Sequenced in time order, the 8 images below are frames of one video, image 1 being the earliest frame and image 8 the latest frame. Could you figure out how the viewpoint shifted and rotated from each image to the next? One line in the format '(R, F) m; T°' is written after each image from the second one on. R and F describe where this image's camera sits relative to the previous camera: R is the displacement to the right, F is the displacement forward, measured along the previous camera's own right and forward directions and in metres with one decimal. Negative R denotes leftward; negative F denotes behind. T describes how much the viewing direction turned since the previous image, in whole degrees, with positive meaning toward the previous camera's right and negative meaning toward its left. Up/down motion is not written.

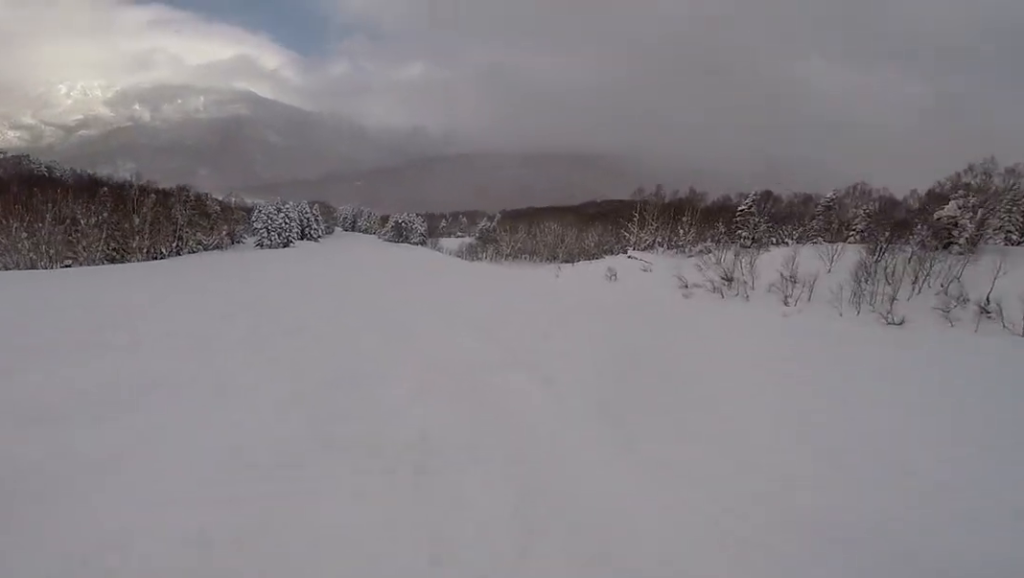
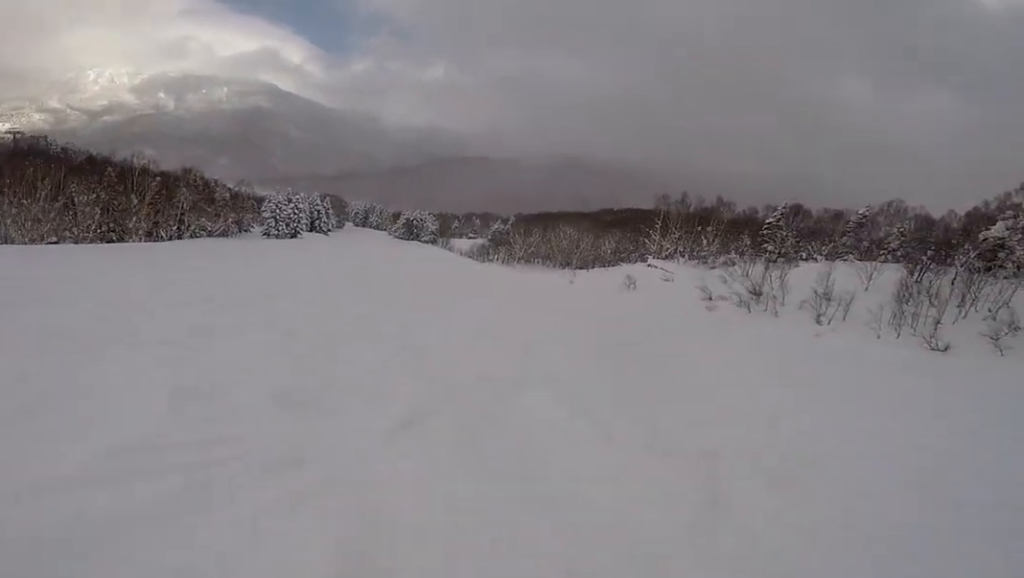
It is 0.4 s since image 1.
(-0.3, +3.2) m; -6°
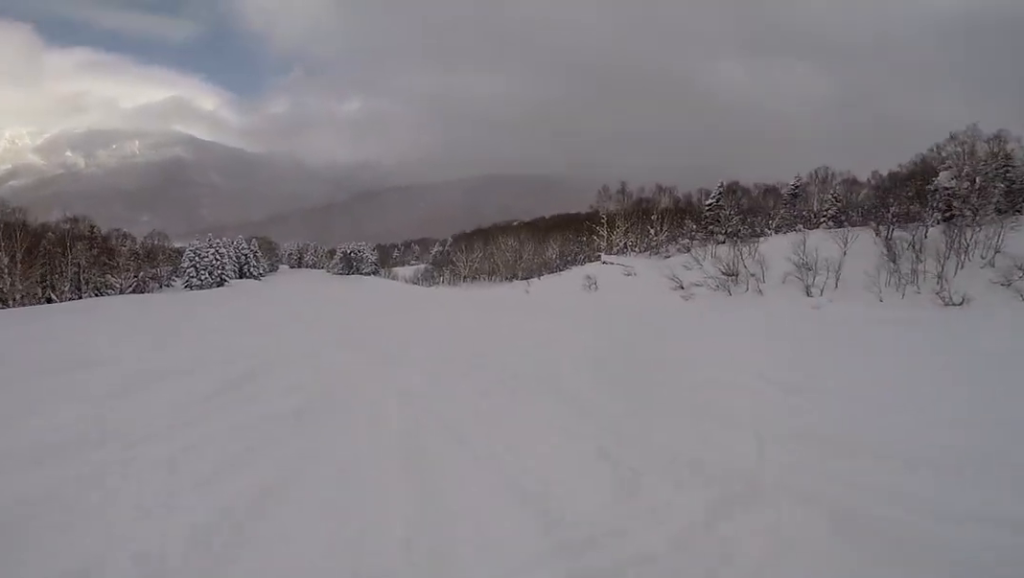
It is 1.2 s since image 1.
(0.0, +7.2) m; -4°
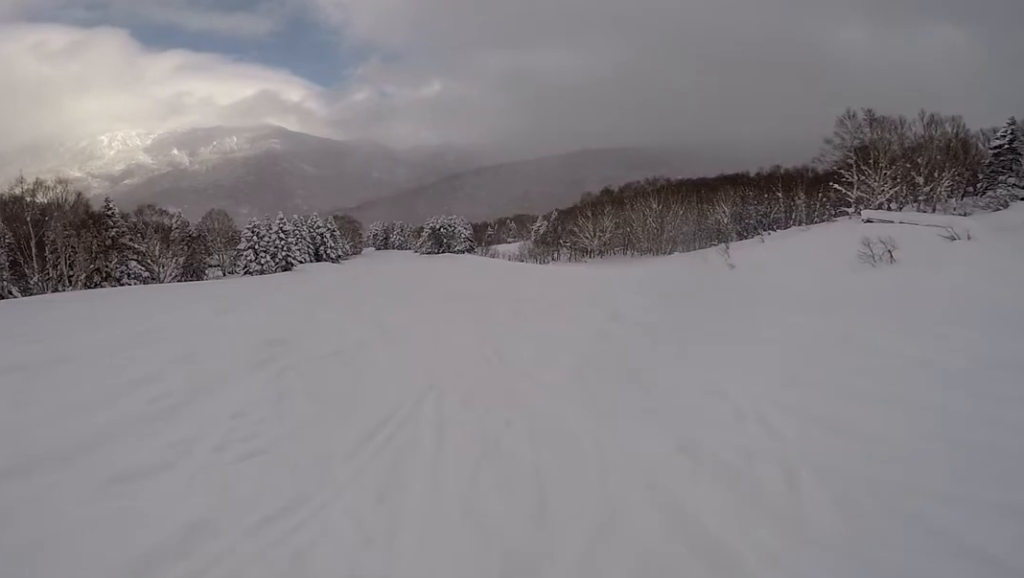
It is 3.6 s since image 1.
(-0.3, +23.3) m; -6°
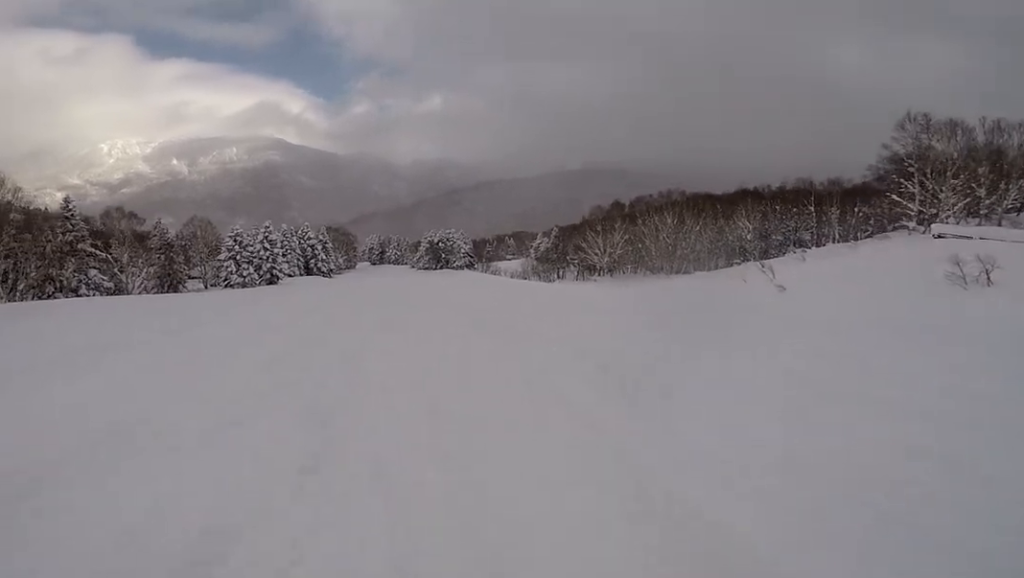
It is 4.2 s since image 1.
(-1.0, +7.0) m; -4°
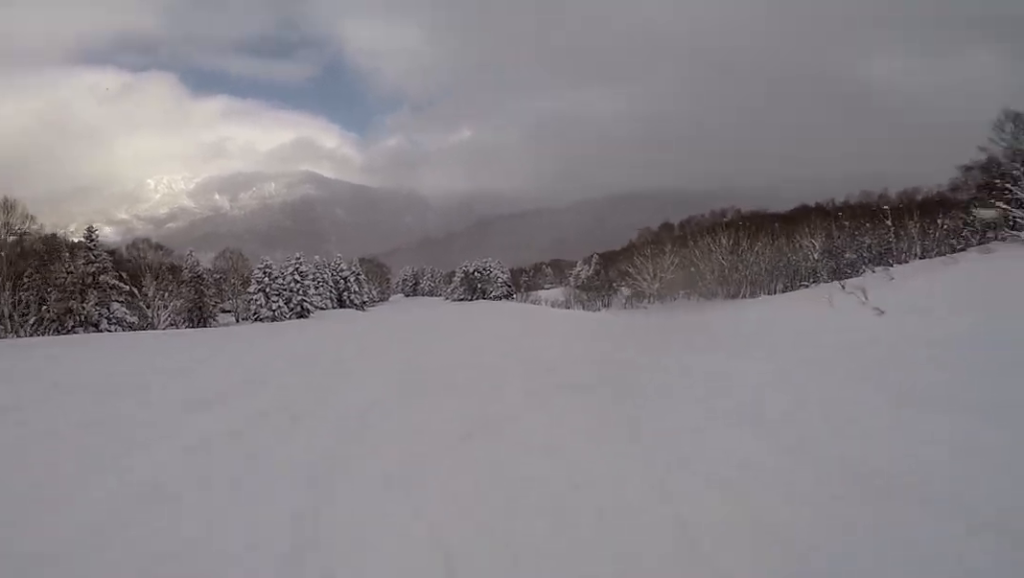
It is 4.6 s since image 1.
(+0.1, +4.3) m; +1°
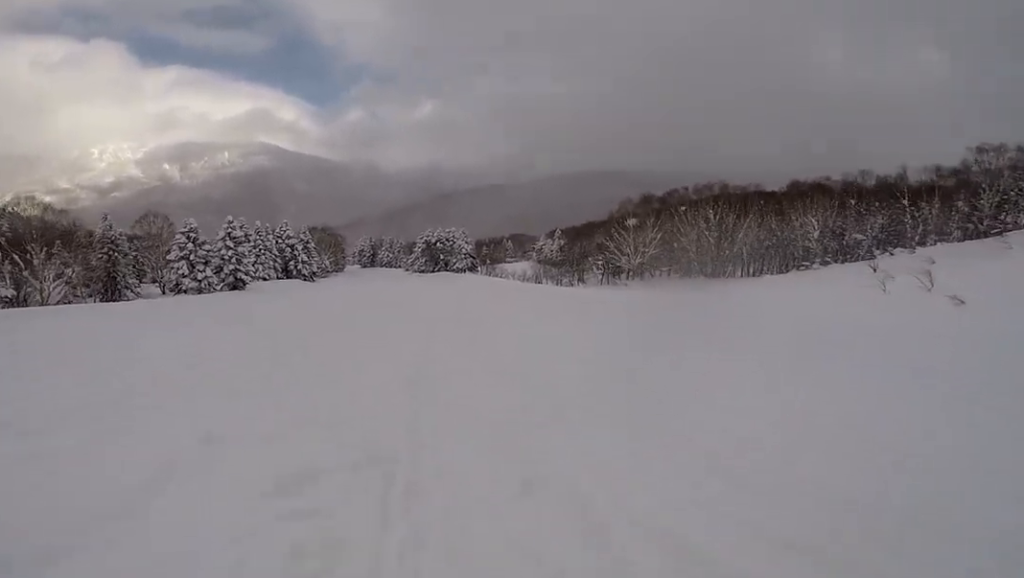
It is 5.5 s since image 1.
(+0.4, +9.9) m; +3°
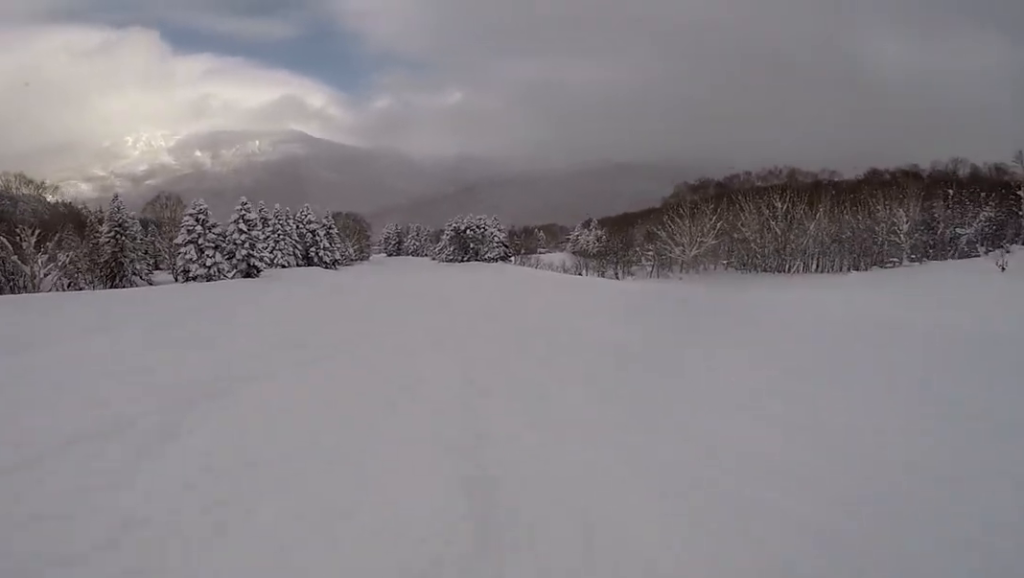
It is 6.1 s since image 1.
(0.0, +6.1) m; +1°
